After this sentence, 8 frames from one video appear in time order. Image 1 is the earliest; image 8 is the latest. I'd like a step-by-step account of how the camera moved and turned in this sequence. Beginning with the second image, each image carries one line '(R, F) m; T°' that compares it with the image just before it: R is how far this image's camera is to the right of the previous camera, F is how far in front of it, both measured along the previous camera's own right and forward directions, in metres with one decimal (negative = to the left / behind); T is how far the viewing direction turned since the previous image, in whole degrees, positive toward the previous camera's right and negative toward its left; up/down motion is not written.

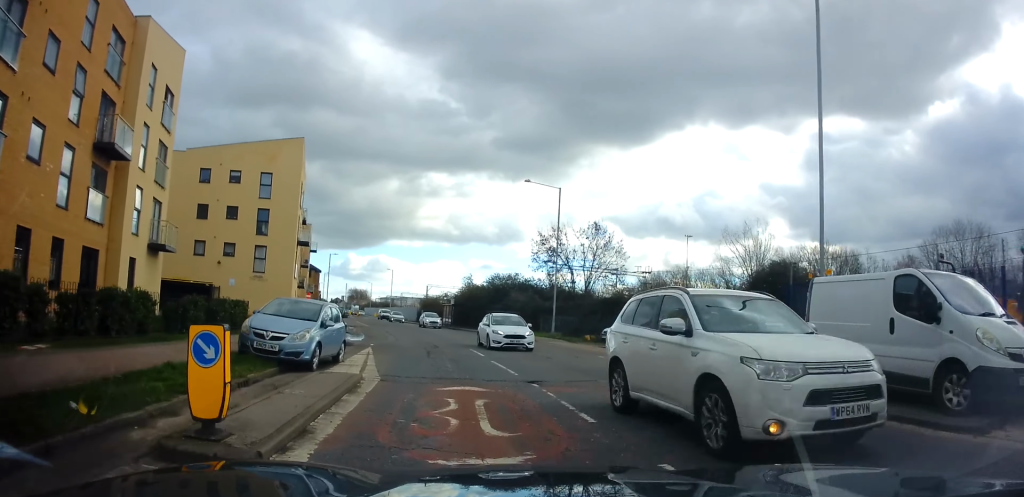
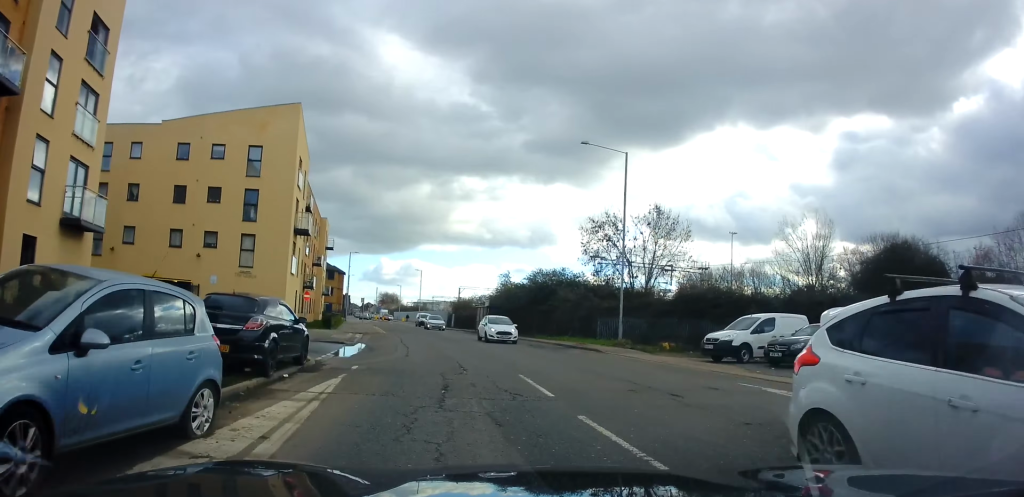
(-0.4, +8.8) m; -5°
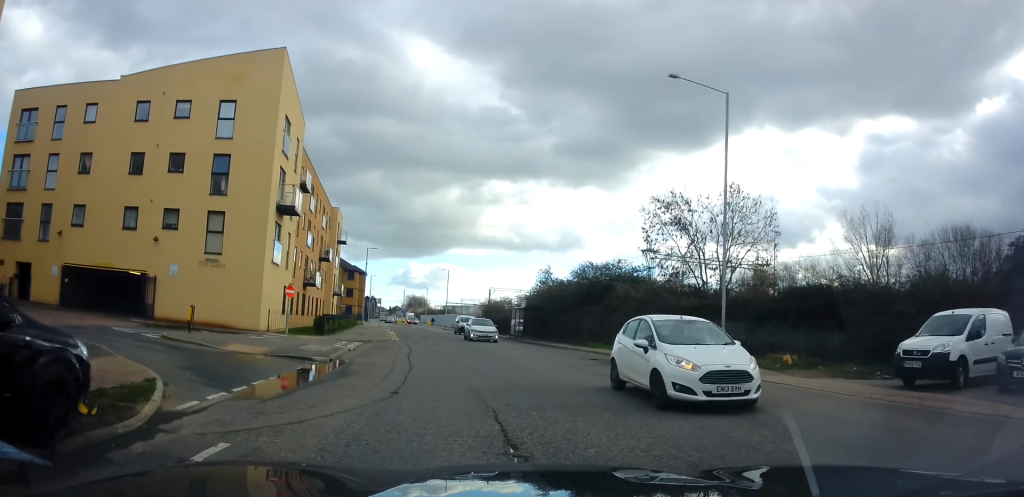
(-0.4, +9.1) m; -2°
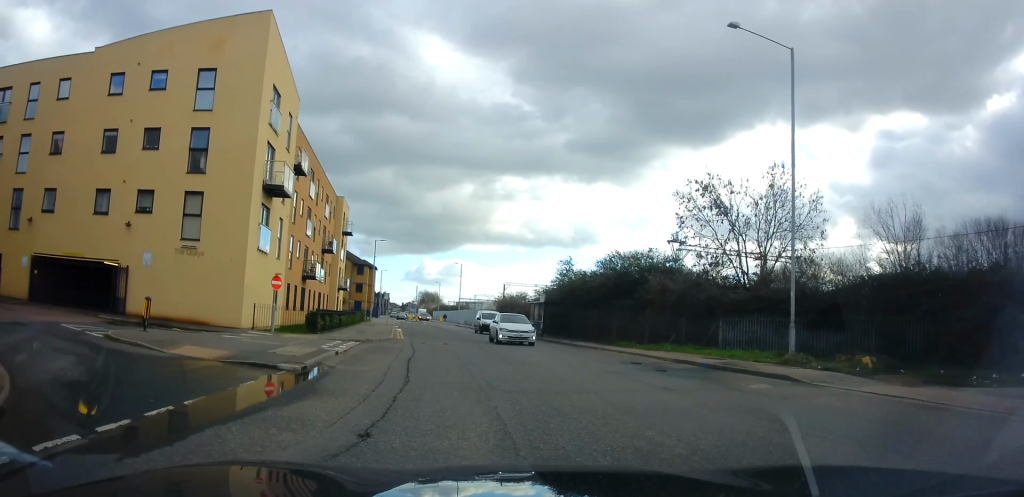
(+0.2, +3.8) m; -1°
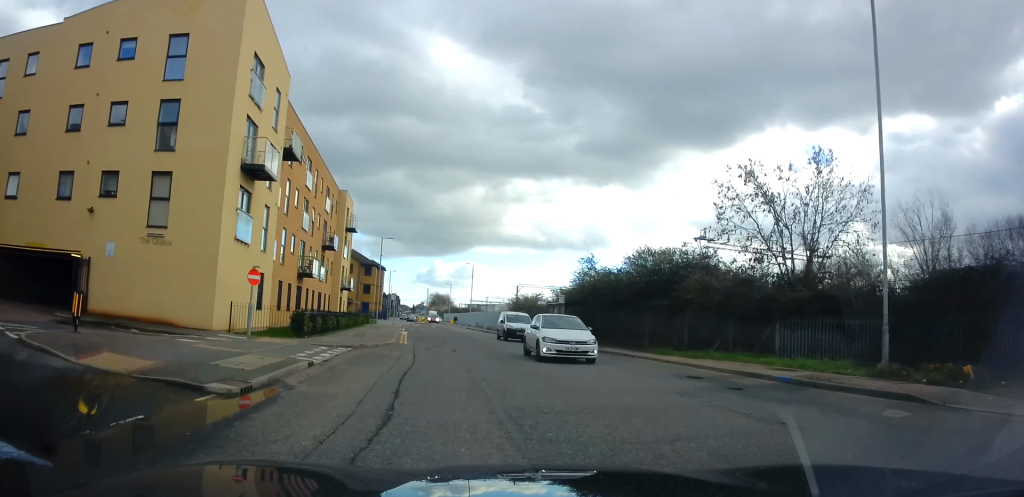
(+0.1, +3.9) m; -1°
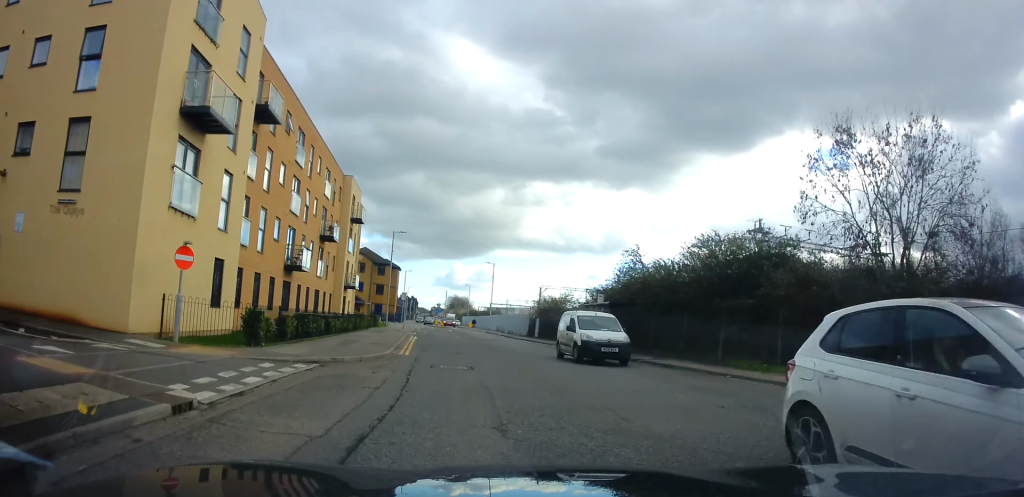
(-0.3, +6.6) m; -5°
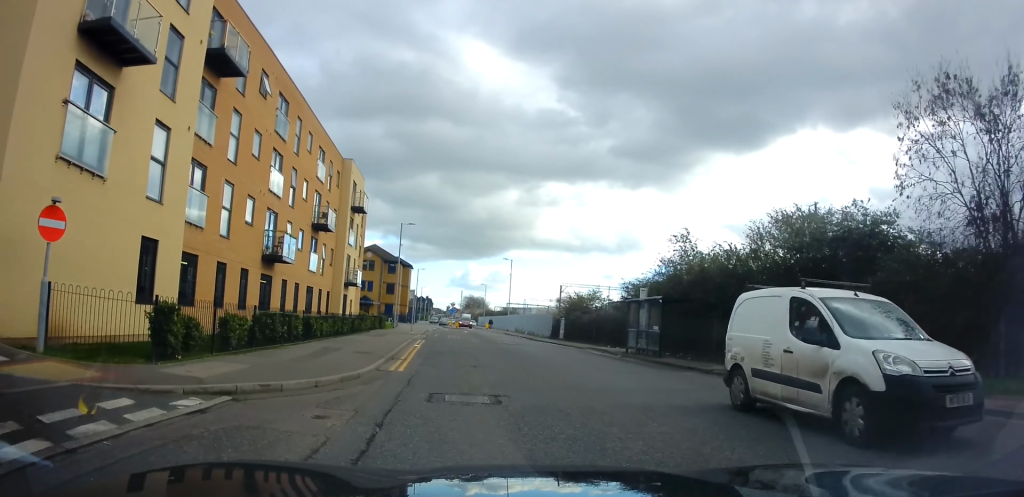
(-0.2, +5.6) m; -2°
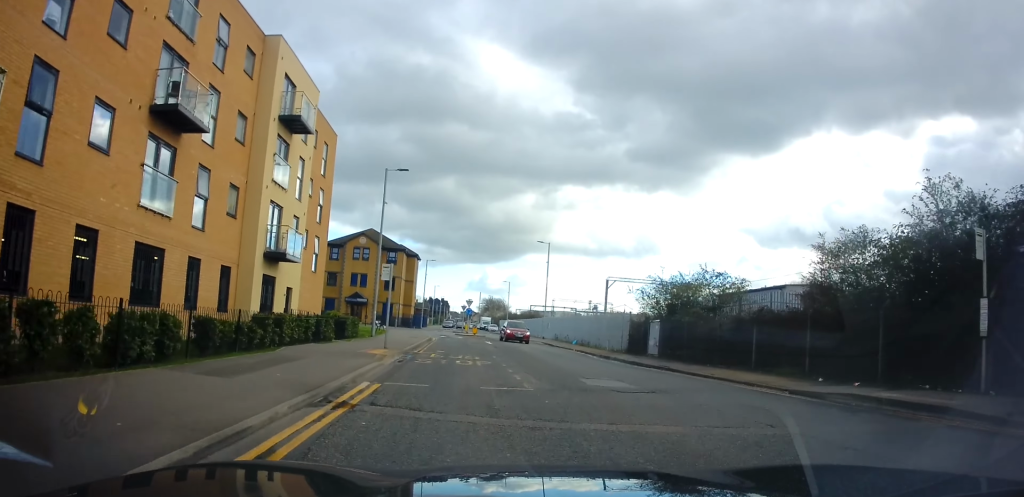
(-0.9, +20.1) m; -2°
